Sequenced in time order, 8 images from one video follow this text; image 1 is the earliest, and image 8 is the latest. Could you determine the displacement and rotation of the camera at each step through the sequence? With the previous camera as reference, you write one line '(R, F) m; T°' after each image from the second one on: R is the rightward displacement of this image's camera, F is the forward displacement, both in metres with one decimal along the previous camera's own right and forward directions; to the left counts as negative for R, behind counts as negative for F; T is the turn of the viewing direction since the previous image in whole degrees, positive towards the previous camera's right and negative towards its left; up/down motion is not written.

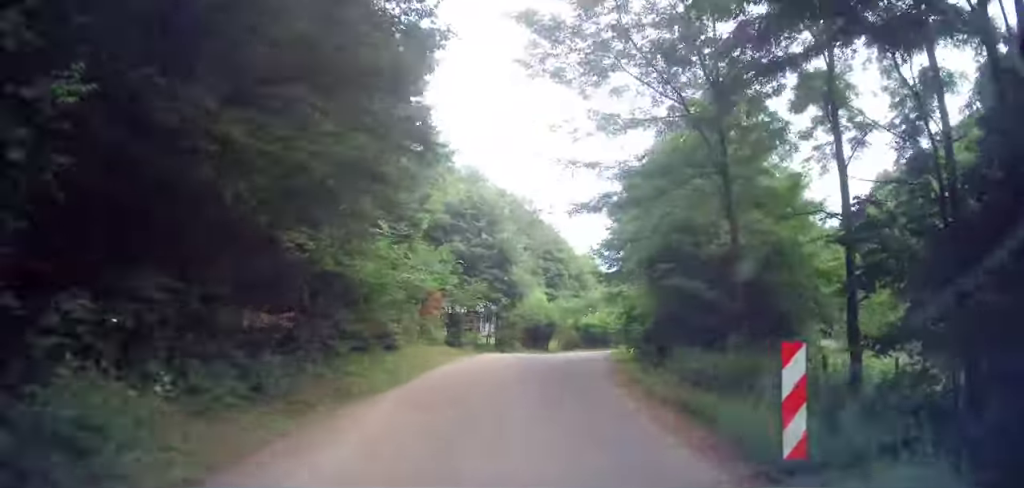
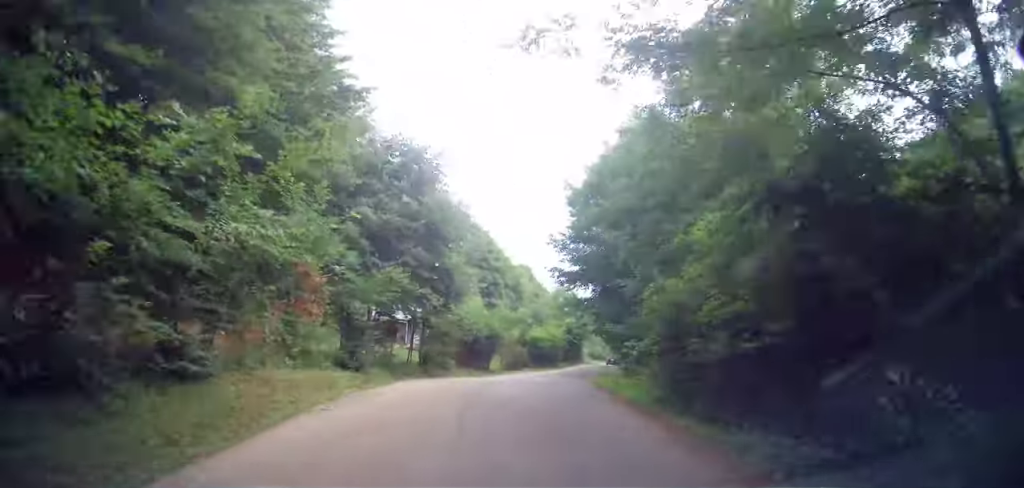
(+0.4, +8.5) m; +6°
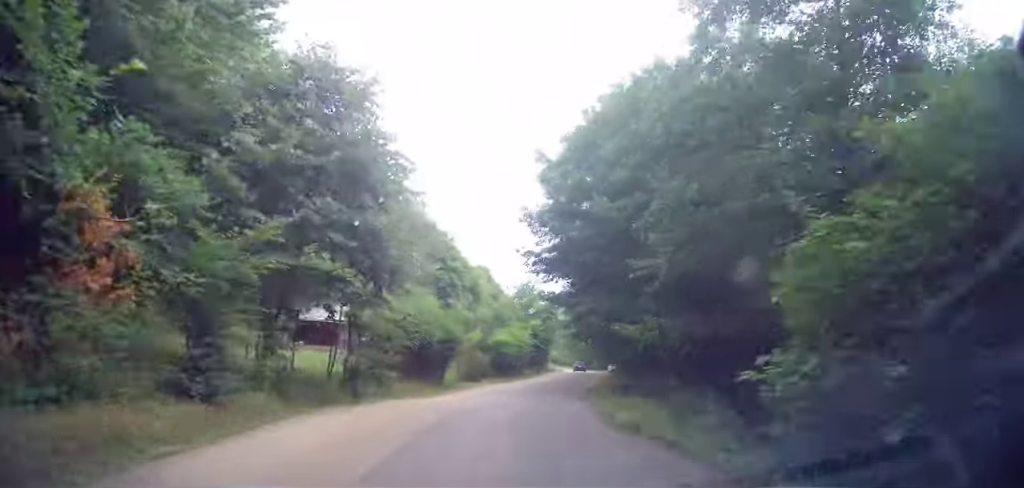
(+0.3, +6.2) m; +4°
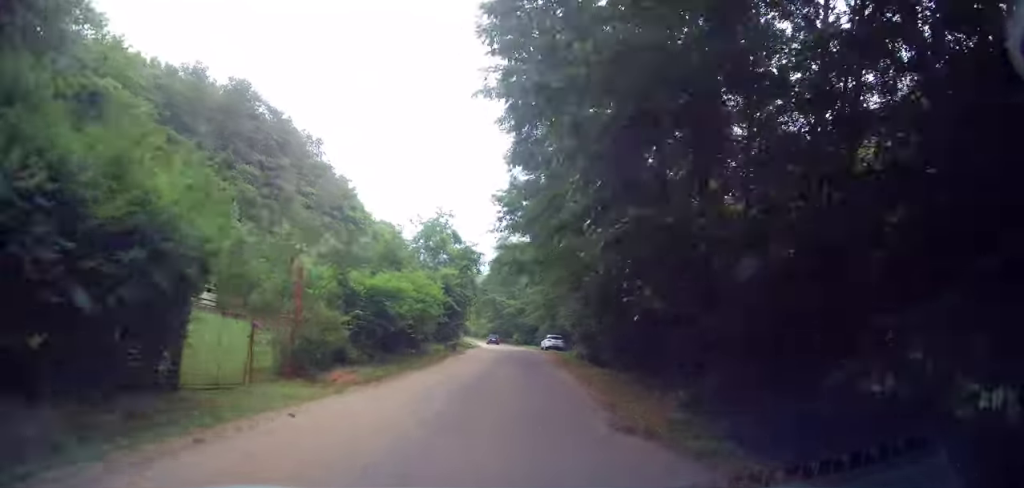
(+1.7, +17.6) m; +12°
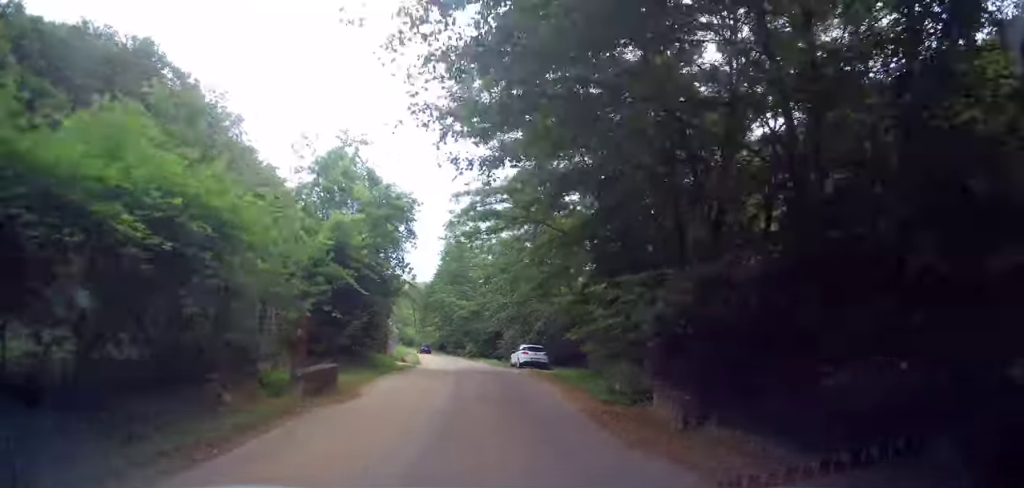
(+1.4, +16.3) m; +6°
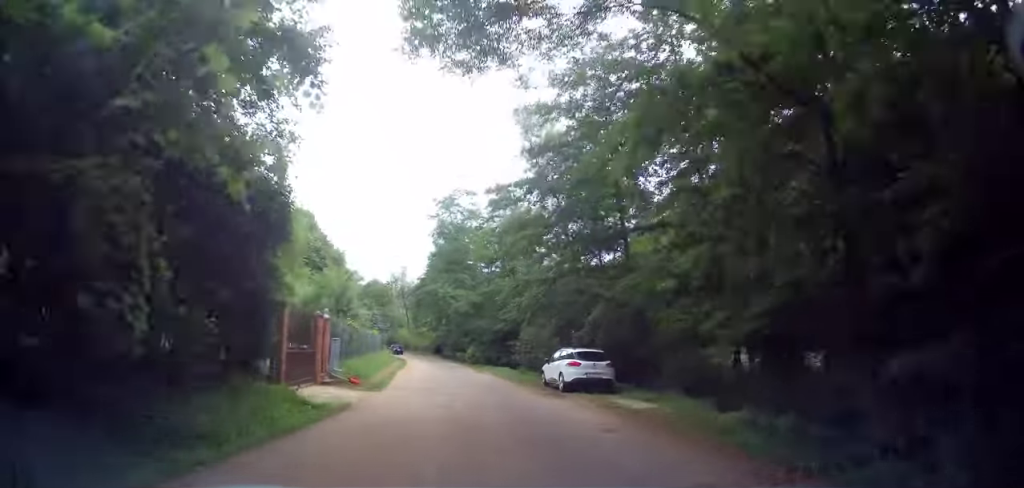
(+0.2, +14.0) m; 0°
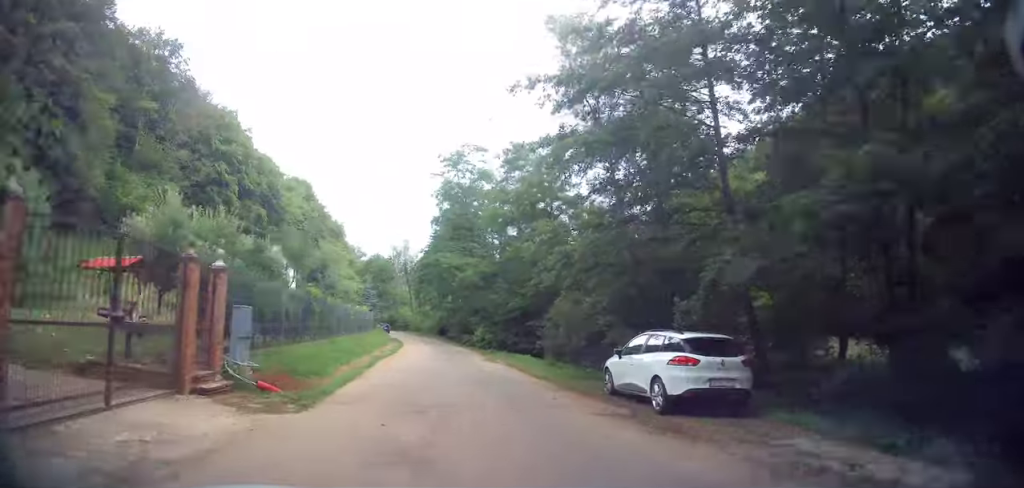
(0.0, +8.3) m; -1°
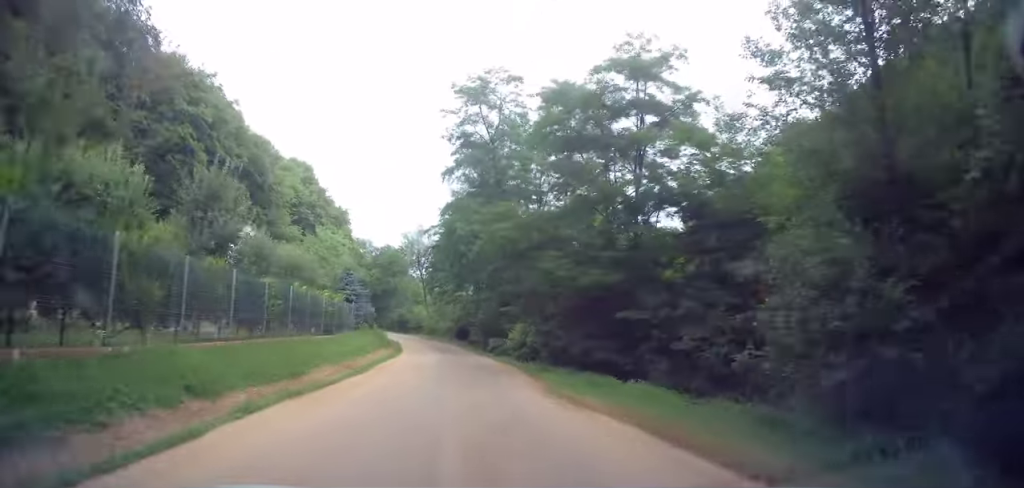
(-0.2, +15.1) m; -1°
